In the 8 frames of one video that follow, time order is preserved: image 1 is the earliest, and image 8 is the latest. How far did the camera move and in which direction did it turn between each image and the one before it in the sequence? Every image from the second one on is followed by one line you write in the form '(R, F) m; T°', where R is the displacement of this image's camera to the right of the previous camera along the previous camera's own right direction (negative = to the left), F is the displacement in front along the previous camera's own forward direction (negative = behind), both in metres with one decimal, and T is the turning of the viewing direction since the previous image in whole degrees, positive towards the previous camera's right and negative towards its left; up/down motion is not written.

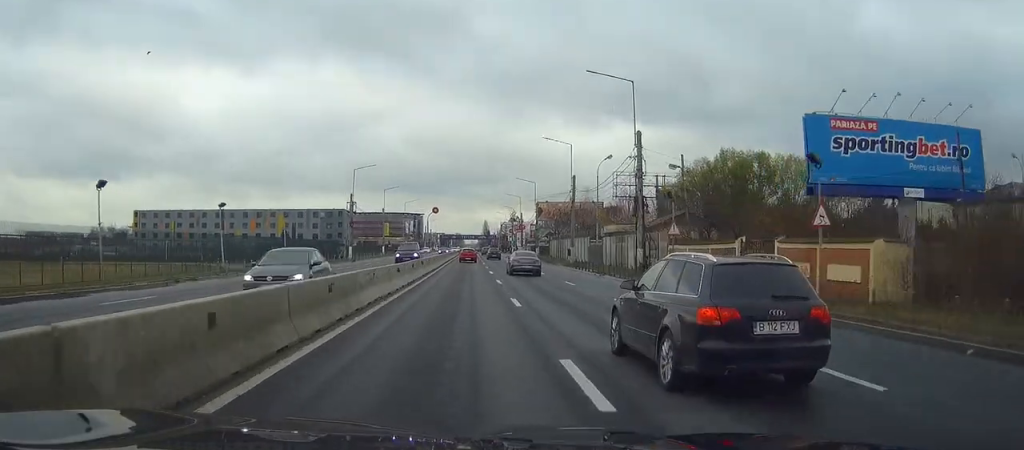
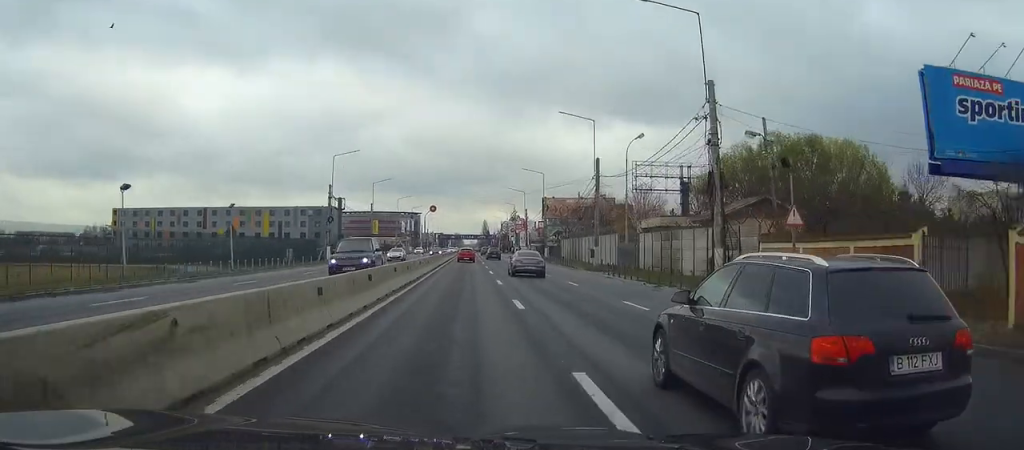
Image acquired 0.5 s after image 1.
(0.0, +13.1) m; 0°
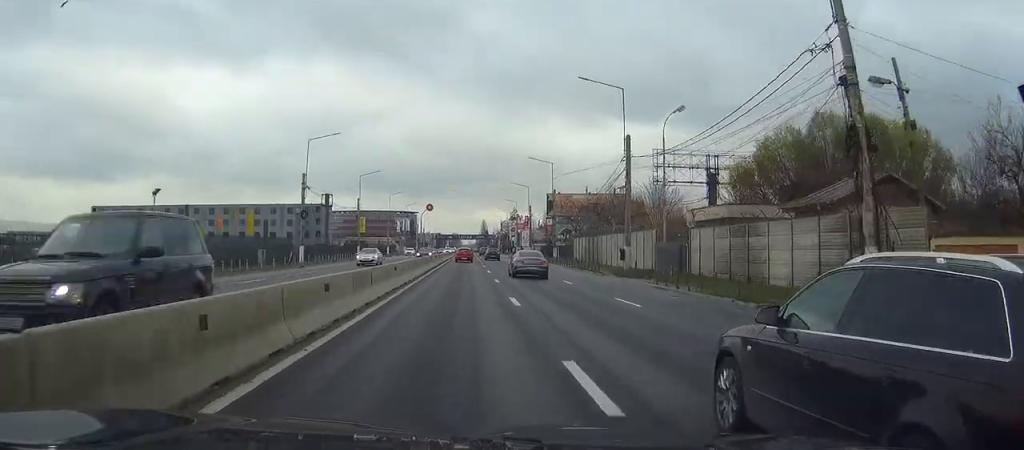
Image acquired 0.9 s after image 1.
(0.0, +11.4) m; 0°
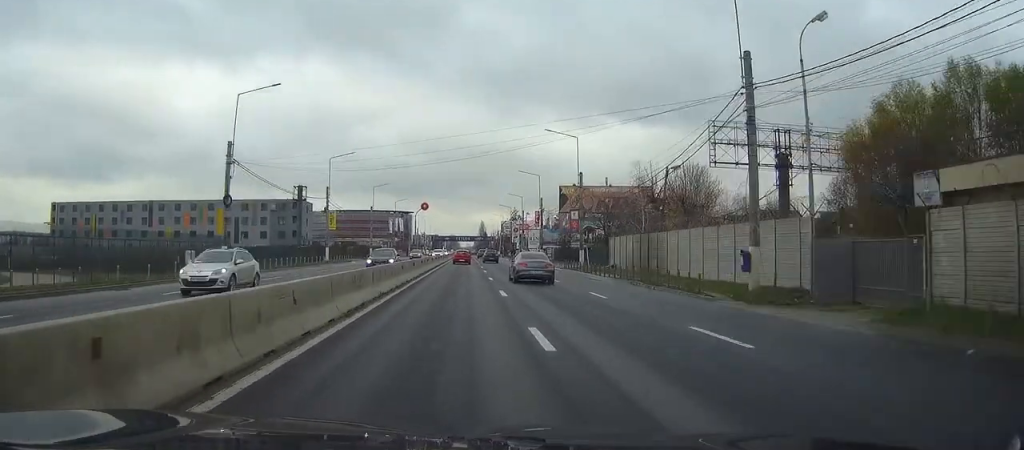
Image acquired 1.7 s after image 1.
(0.0, +20.2) m; 0°
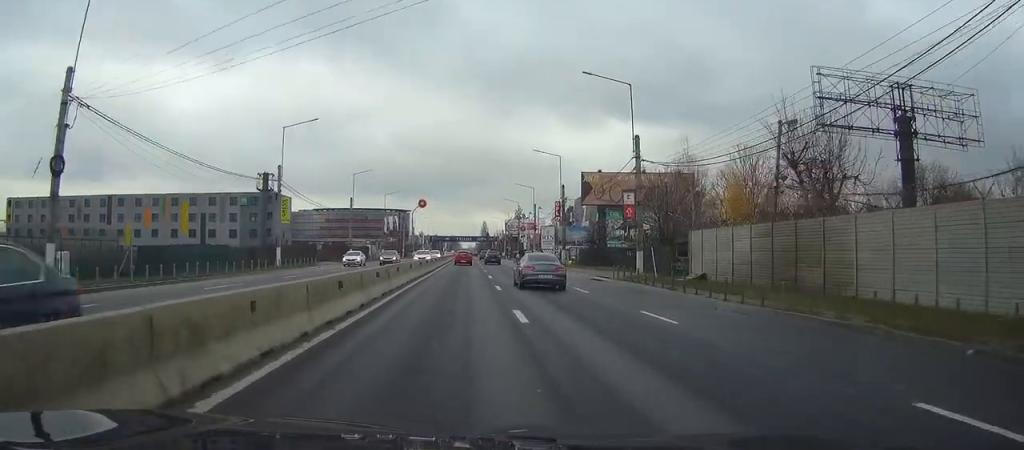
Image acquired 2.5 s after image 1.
(+0.1, +20.2) m; 0°
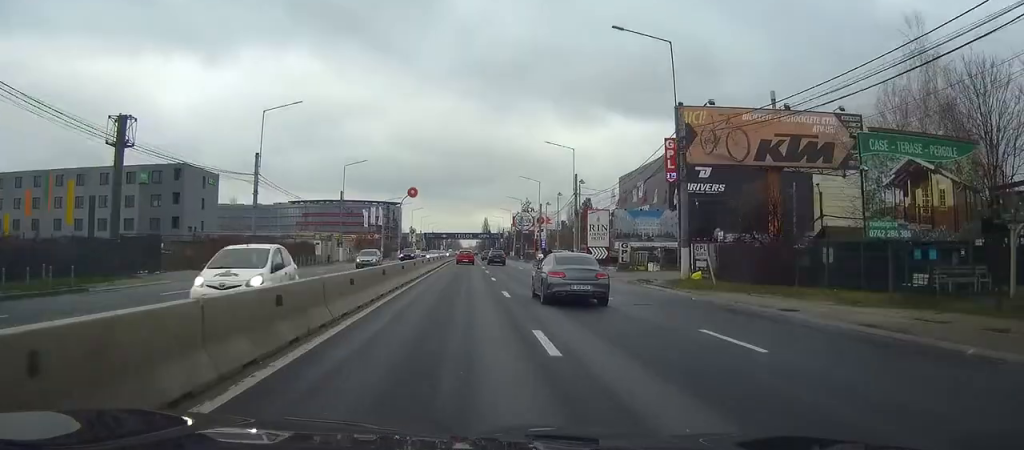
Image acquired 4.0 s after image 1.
(-0.1, +41.2) m; 0°
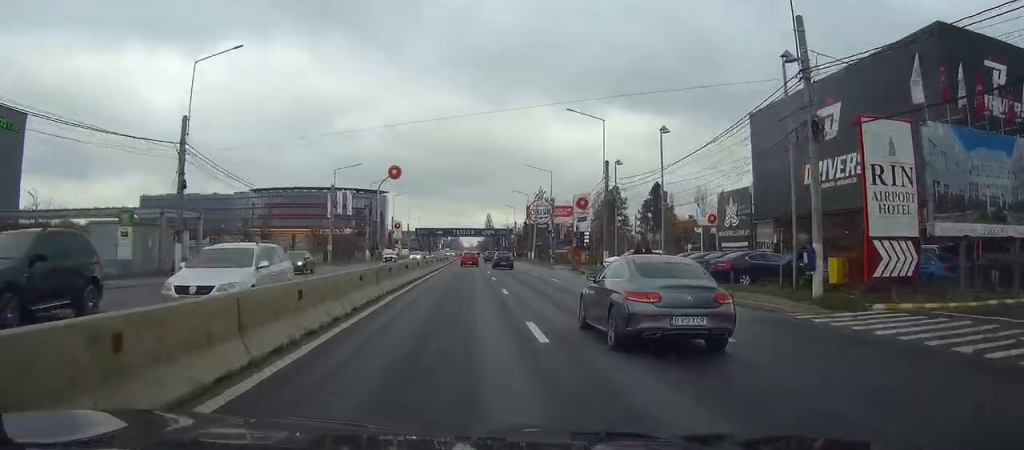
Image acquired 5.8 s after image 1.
(+0.2, +47.3) m; 0°
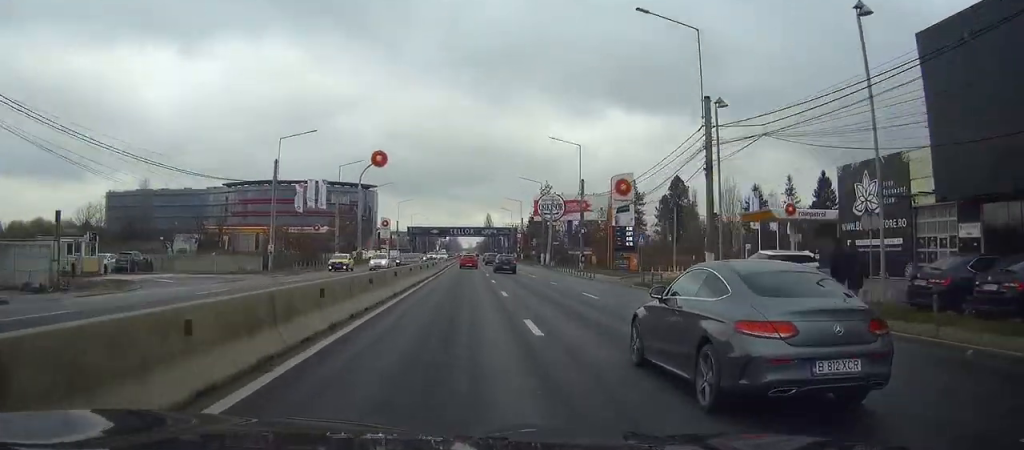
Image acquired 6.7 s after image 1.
(-0.1, +22.8) m; 0°
